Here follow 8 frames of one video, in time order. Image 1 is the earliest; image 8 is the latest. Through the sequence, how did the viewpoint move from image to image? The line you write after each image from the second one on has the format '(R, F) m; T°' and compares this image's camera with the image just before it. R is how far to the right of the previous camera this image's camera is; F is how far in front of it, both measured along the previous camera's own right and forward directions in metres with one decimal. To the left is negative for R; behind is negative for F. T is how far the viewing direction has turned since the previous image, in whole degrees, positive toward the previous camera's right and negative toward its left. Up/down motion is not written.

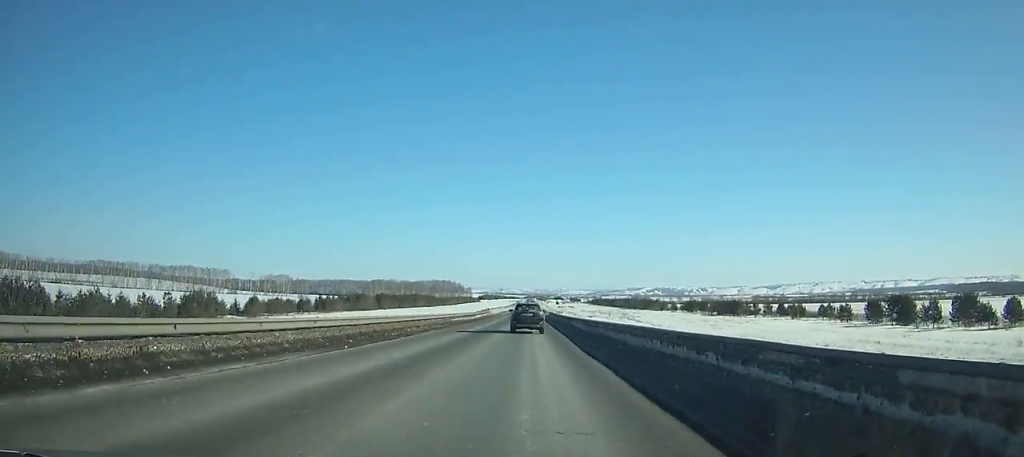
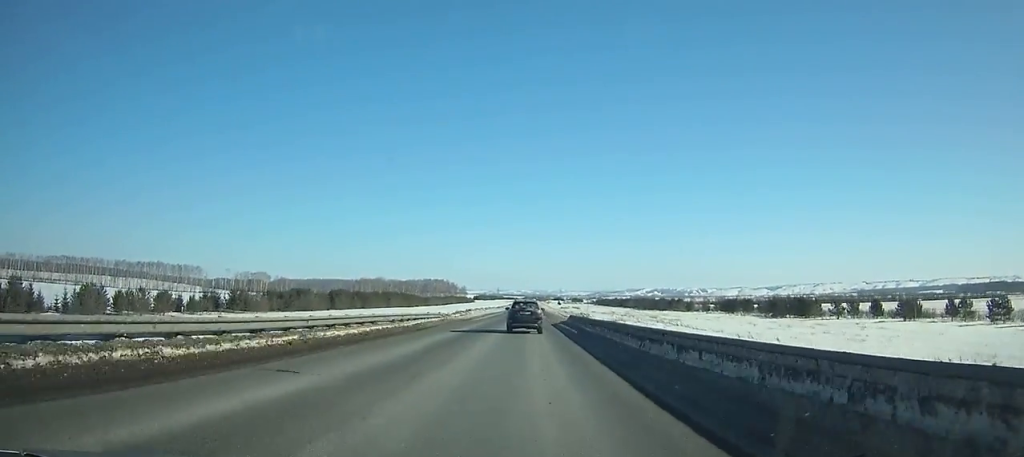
(-0.1, +54.3) m; 0°
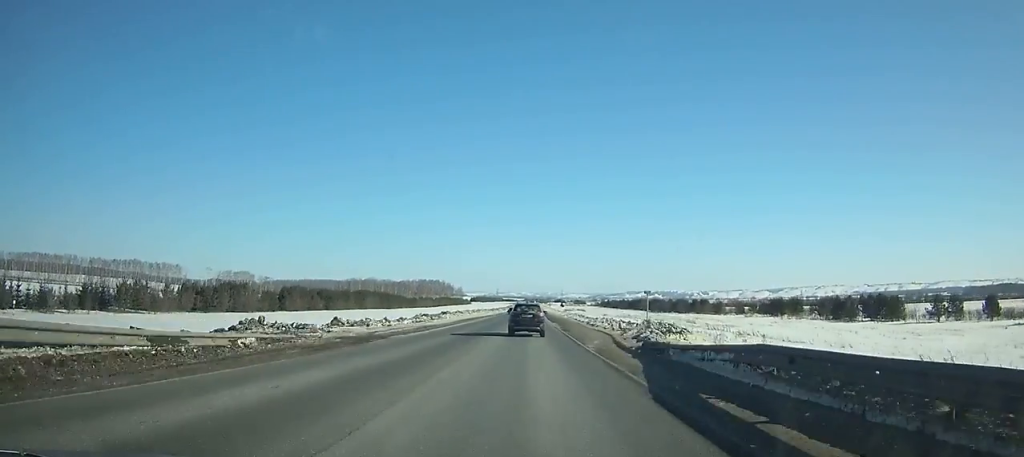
(0.0, +38.7) m; 0°
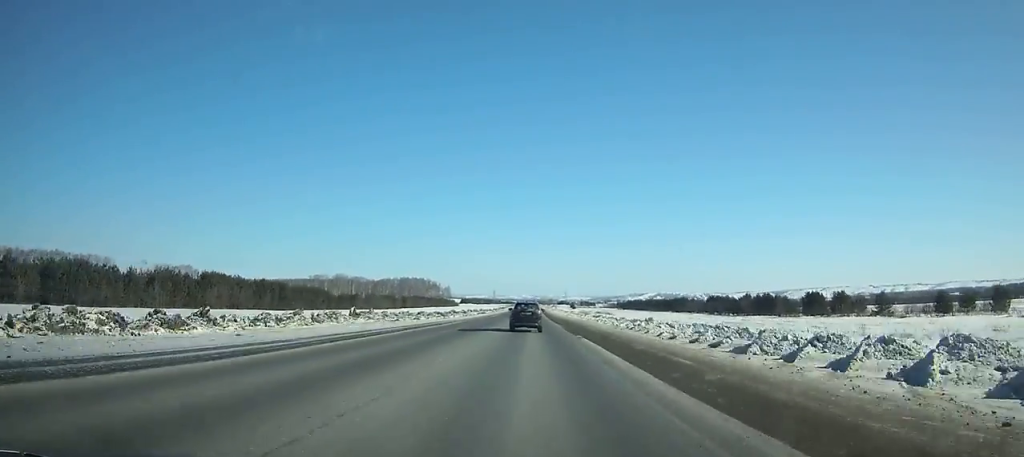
(+0.2, +107.1) m; 0°
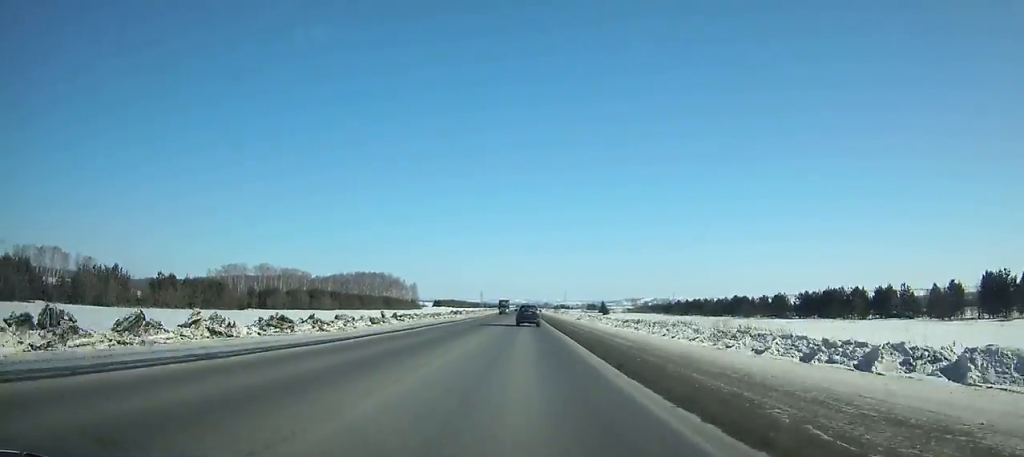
(+0.3, +147.0) m; 0°
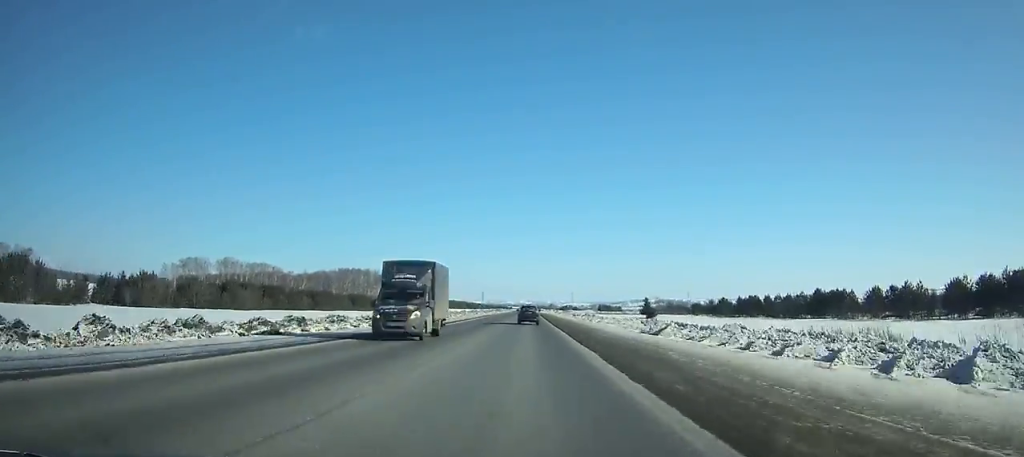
(0.0, +55.9) m; 0°
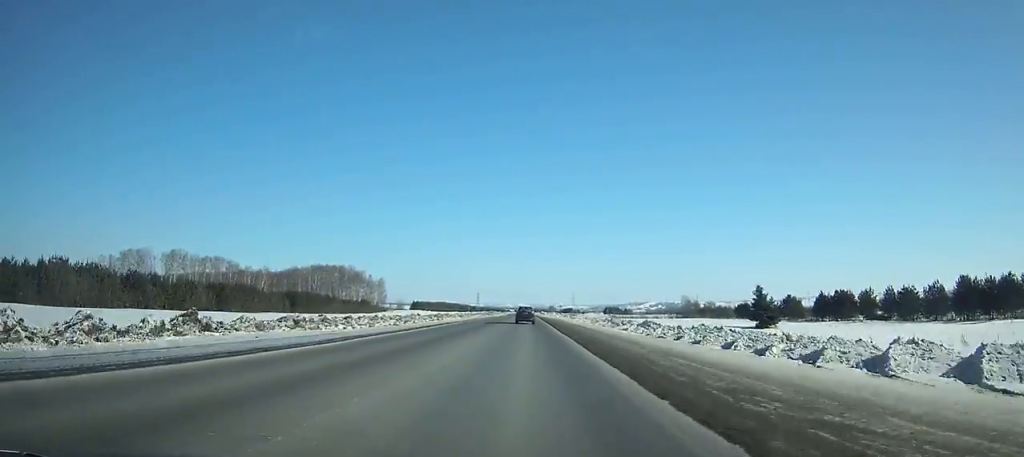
(0.0, +53.5) m; 0°
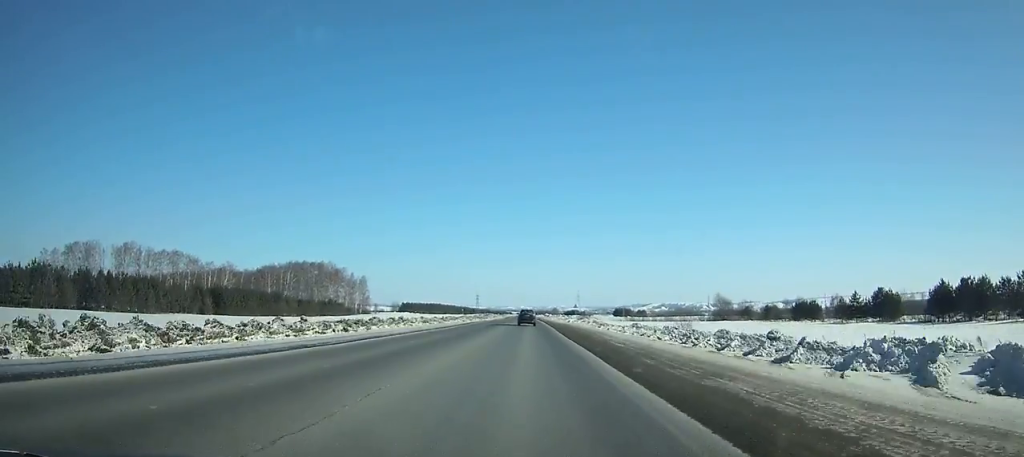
(-0.1, +40.9) m; 0°
